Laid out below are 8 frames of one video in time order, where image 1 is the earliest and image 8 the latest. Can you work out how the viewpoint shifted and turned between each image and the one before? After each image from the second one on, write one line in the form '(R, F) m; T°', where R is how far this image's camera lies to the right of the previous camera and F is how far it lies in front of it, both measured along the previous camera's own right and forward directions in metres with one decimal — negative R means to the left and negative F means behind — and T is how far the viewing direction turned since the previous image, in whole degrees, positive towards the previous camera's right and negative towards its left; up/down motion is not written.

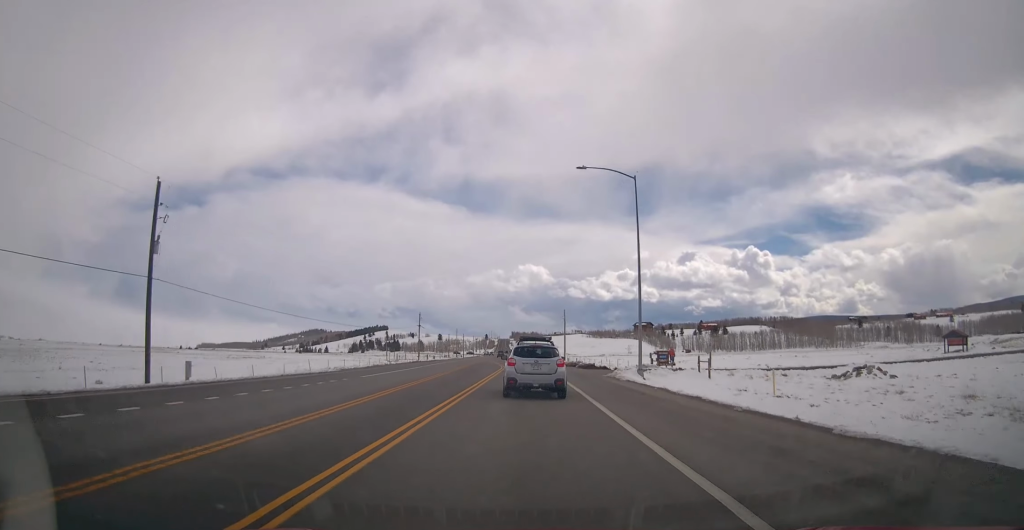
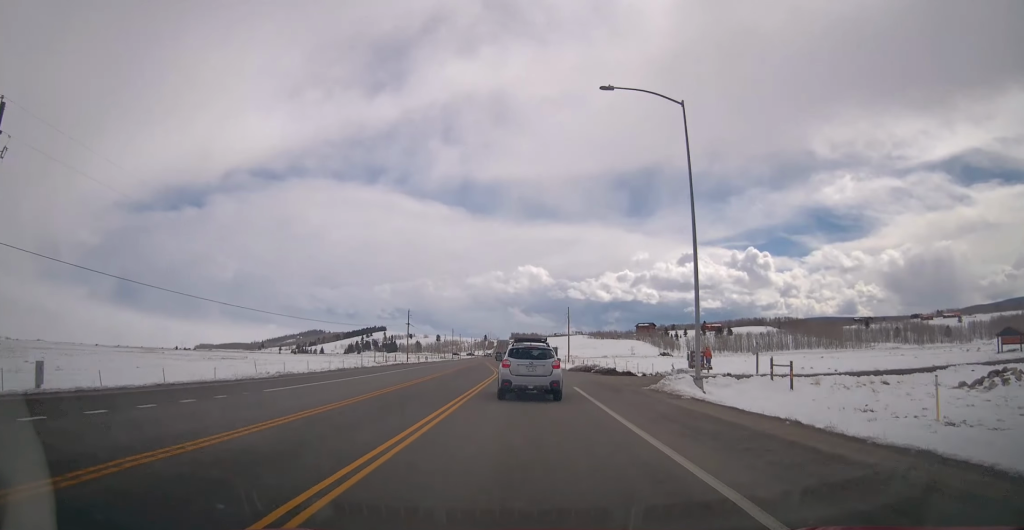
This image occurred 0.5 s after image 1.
(-0.3, +11.7) m; 0°
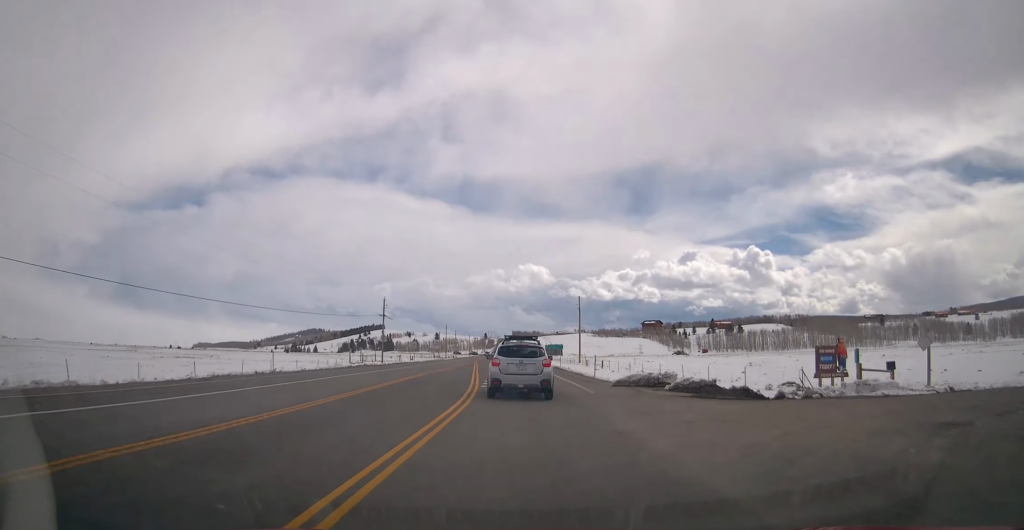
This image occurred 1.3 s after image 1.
(+0.4, +20.3) m; 0°
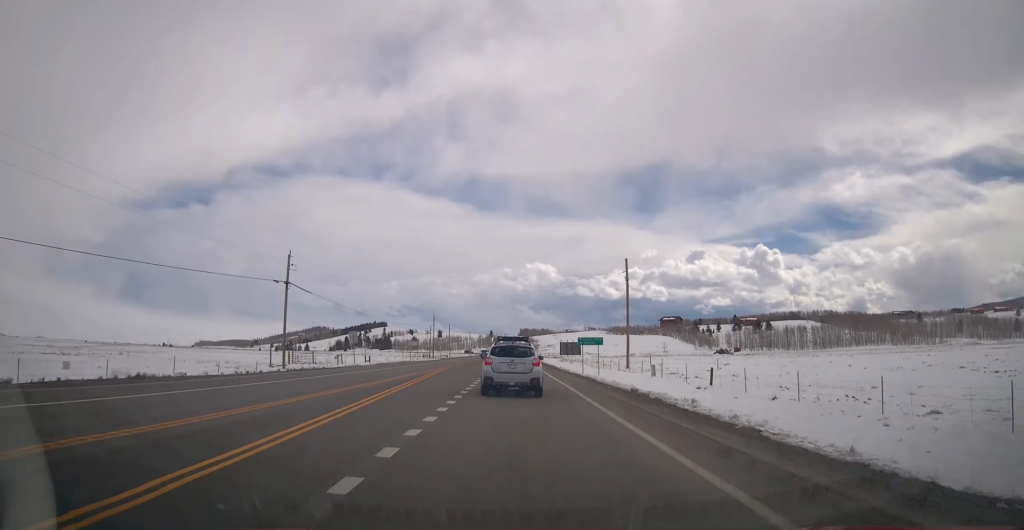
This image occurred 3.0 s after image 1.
(-0.1, +40.6) m; 0°
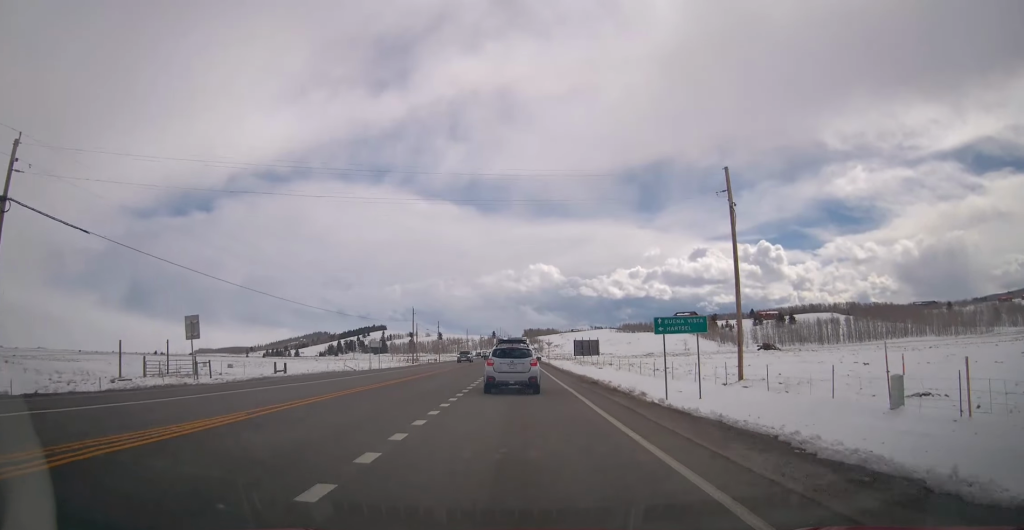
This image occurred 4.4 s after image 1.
(-0.1, +31.7) m; -1°
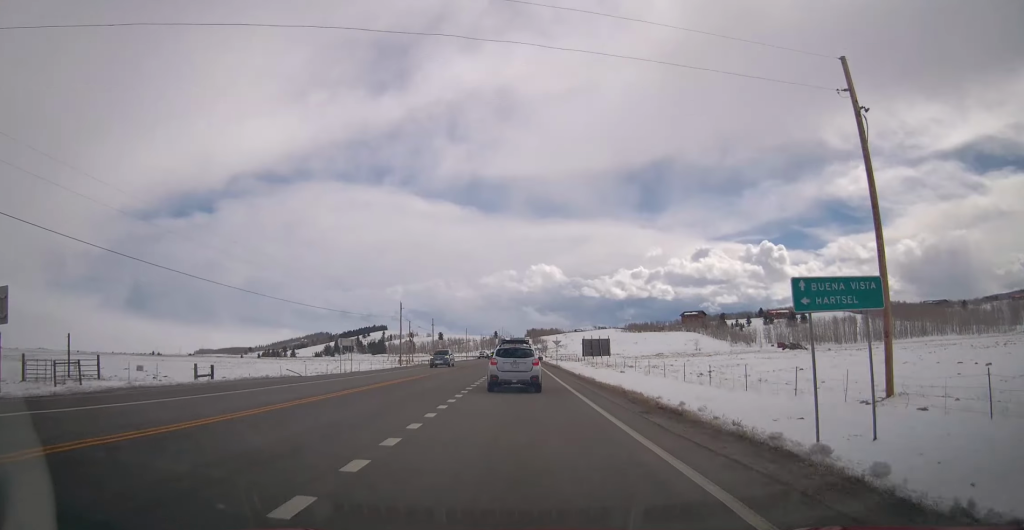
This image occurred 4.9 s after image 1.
(-0.1, +13.1) m; 0°
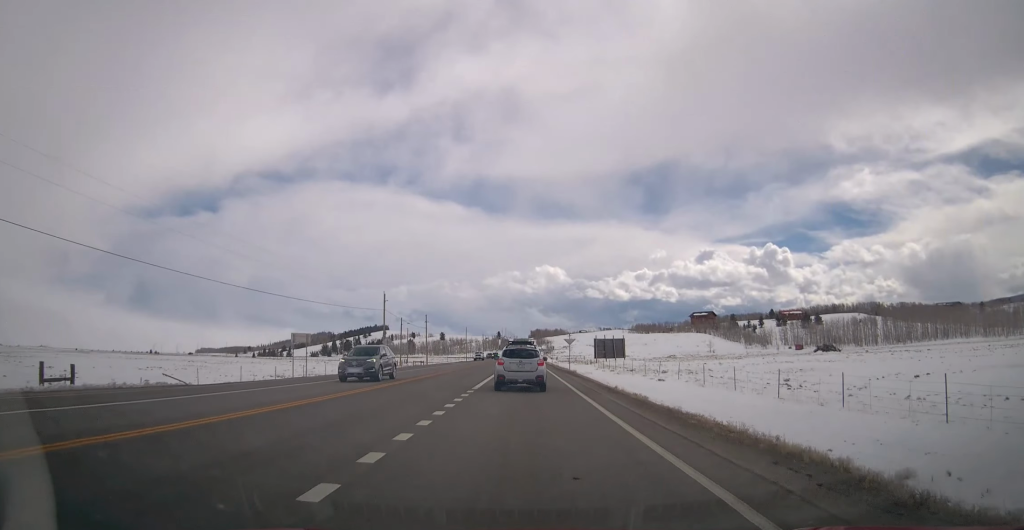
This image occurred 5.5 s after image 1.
(0.0, +13.3) m; 0°
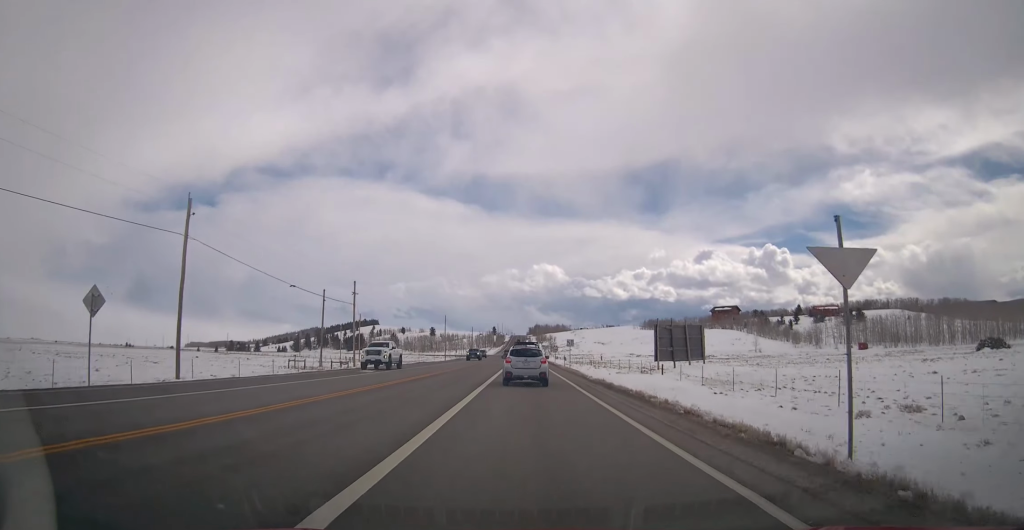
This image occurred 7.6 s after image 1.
(-0.1, +49.3) m; 0°
